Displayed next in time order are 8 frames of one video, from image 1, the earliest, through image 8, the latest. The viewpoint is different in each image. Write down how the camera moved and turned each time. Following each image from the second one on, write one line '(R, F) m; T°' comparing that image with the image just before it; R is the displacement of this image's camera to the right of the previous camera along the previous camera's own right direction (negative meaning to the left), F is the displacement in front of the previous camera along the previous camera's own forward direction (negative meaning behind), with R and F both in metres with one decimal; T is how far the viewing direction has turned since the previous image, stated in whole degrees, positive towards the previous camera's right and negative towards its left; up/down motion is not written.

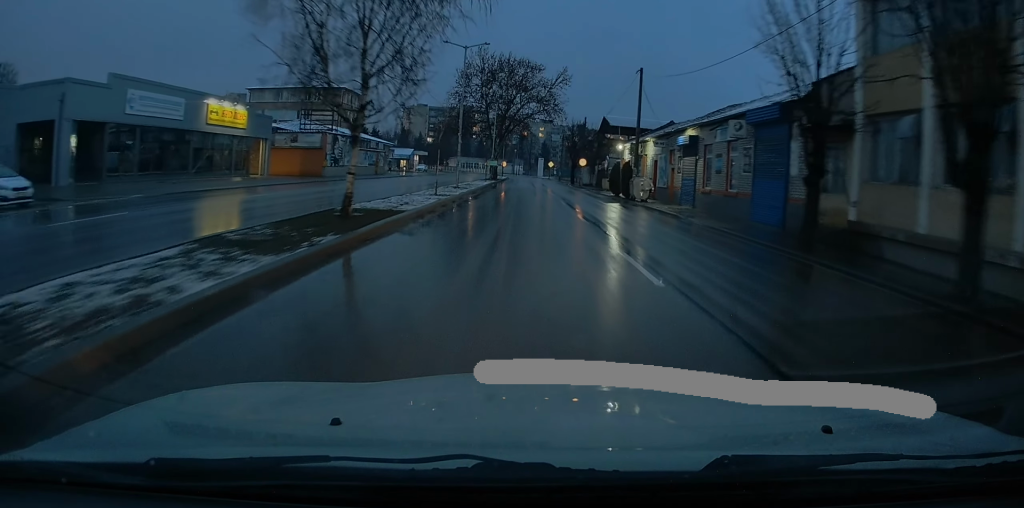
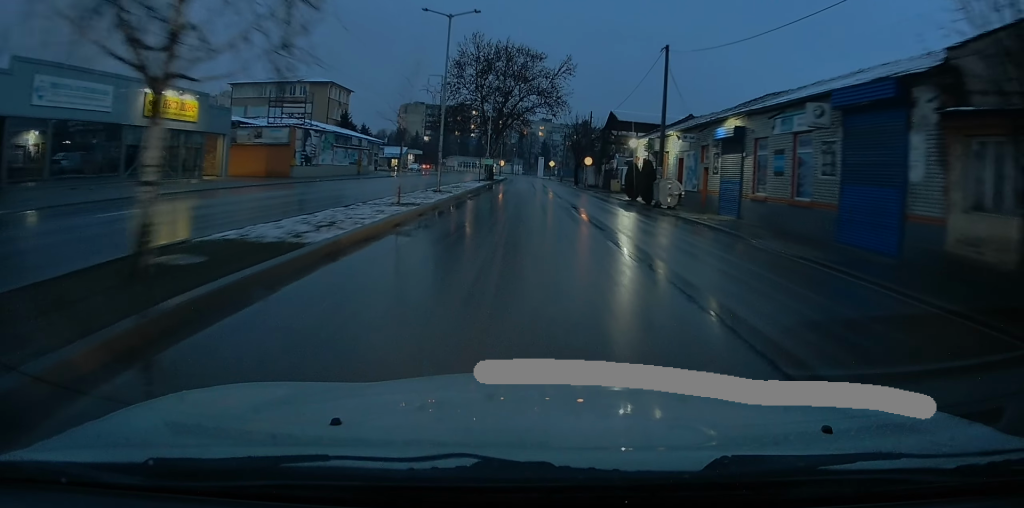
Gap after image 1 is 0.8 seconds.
(0.0, +7.2) m; +1°
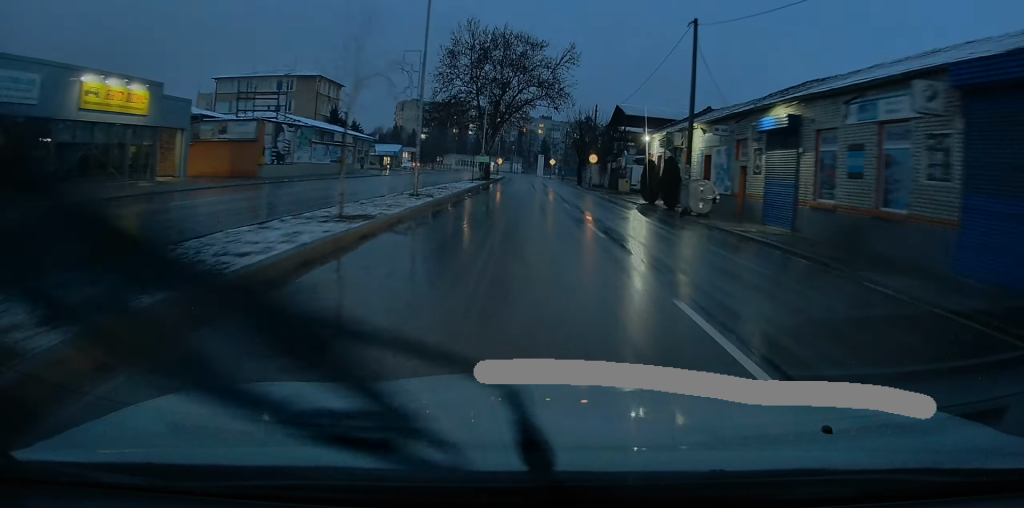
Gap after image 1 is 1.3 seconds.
(+0.2, +5.6) m; 0°
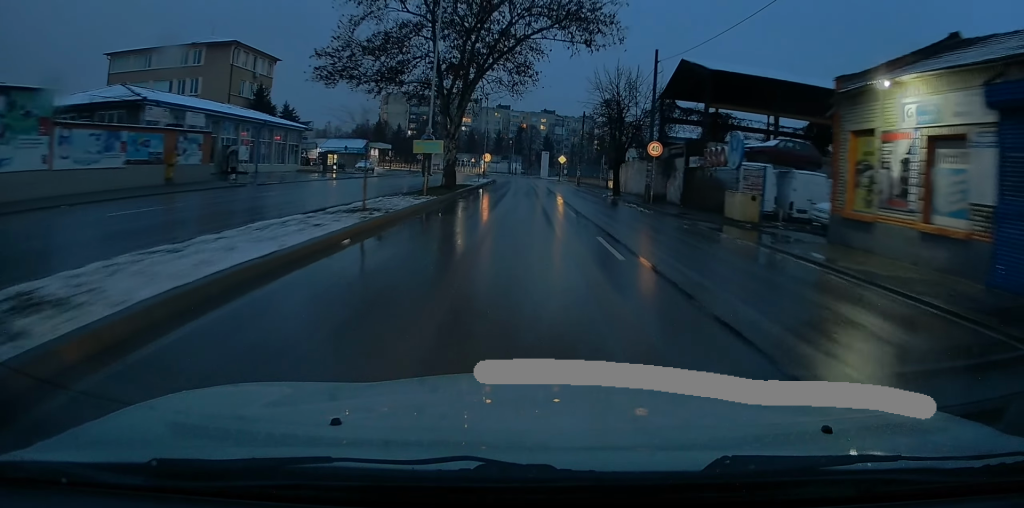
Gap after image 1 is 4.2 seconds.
(-0.5, +29.6) m; -1°
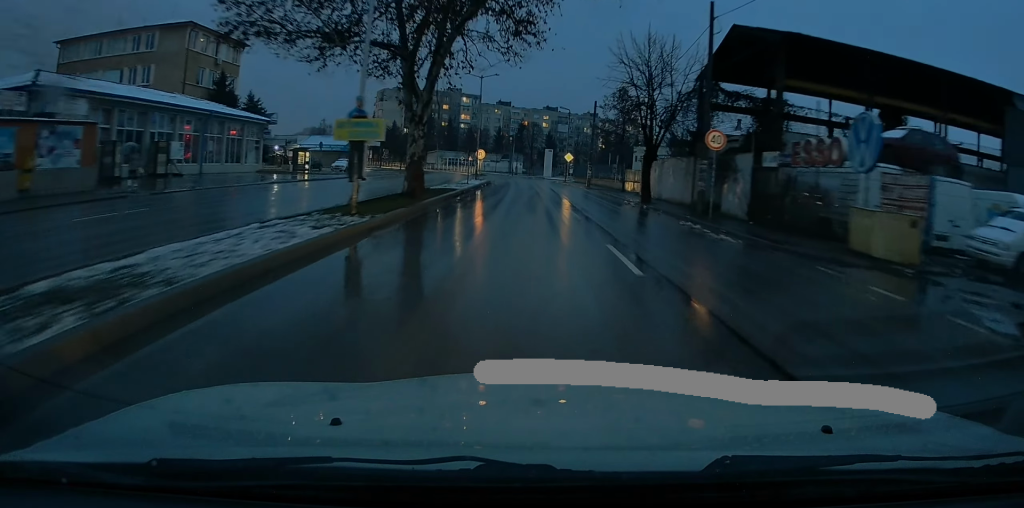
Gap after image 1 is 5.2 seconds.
(0.0, +10.3) m; -1°
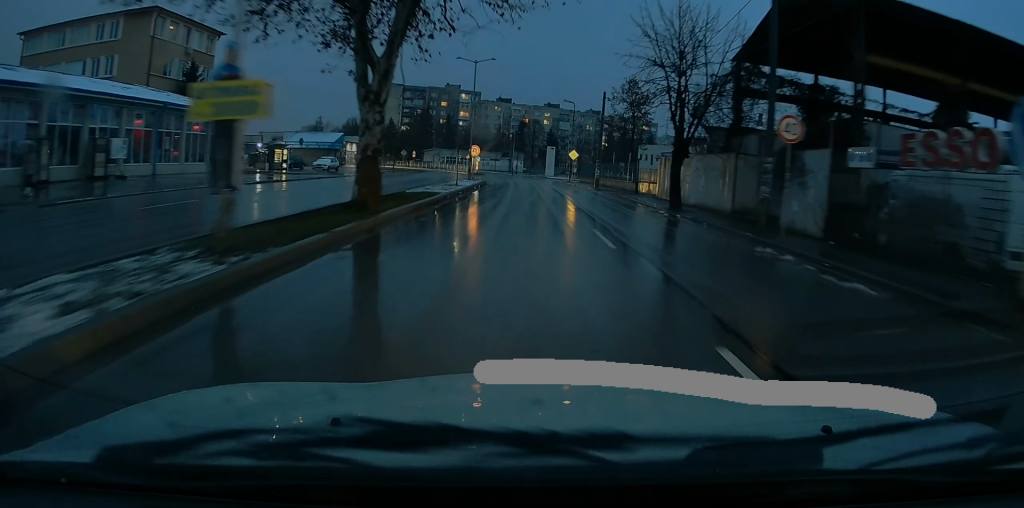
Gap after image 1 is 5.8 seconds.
(0.0, +6.4) m; 0°
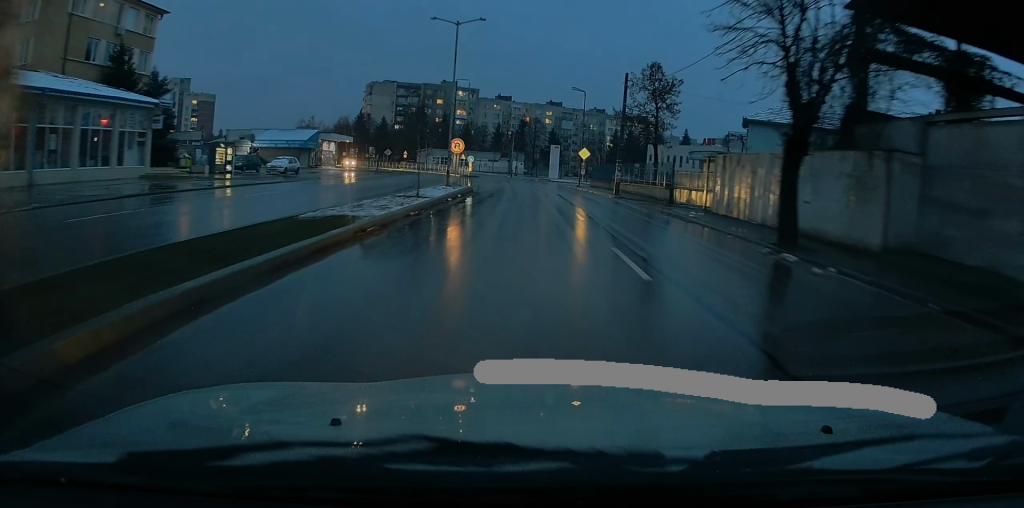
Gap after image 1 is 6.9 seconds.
(-0.1, +11.6) m; 0°
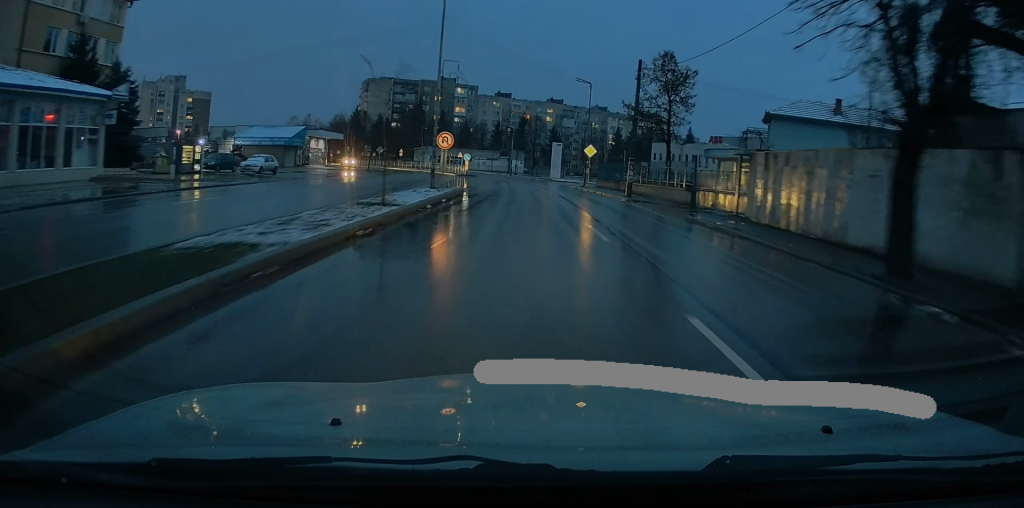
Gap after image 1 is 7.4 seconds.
(0.0, +4.9) m; 0°
